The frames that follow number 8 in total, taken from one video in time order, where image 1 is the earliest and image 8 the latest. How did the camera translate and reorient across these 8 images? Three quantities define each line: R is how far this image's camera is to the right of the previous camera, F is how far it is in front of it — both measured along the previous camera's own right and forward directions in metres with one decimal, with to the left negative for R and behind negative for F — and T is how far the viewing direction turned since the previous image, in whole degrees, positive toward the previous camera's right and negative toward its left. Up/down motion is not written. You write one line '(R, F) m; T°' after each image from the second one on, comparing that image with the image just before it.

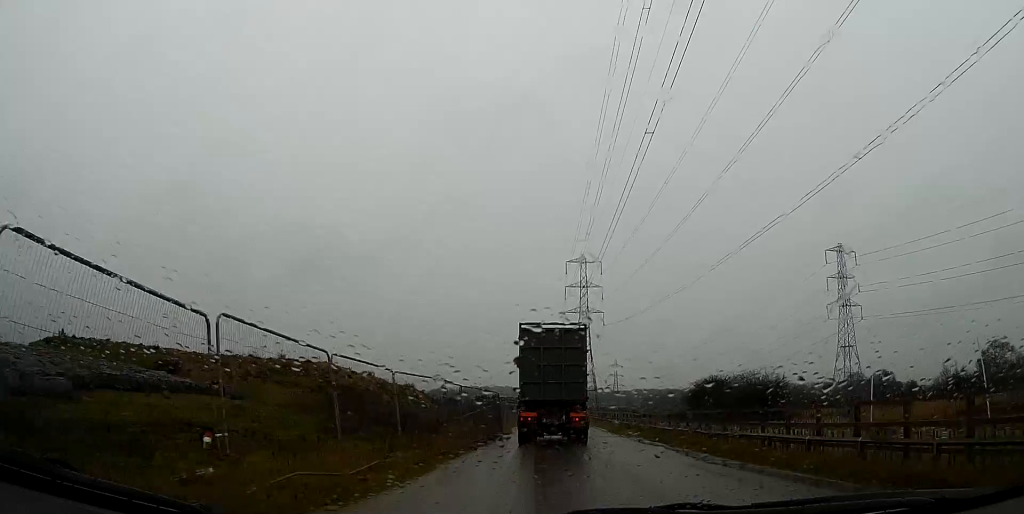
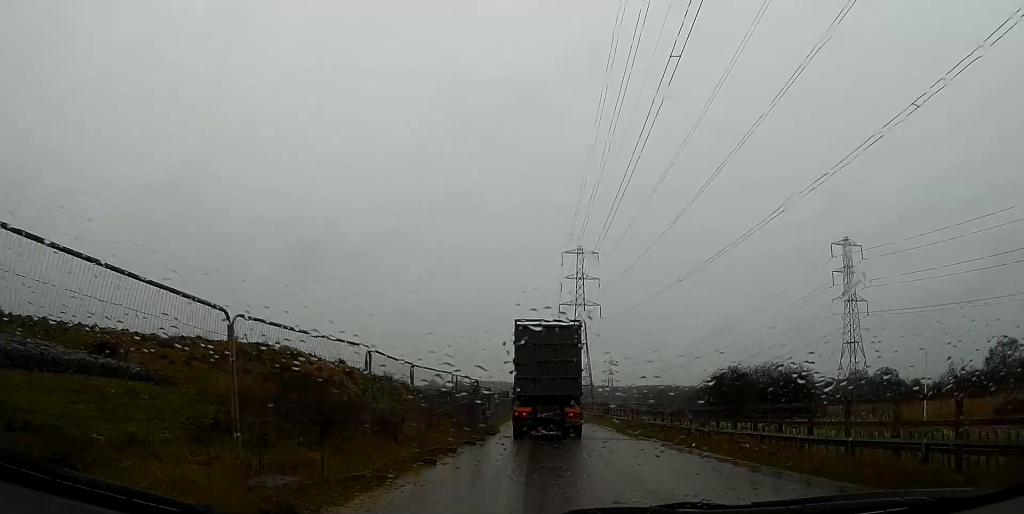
(-0.1, +7.1) m; -1°
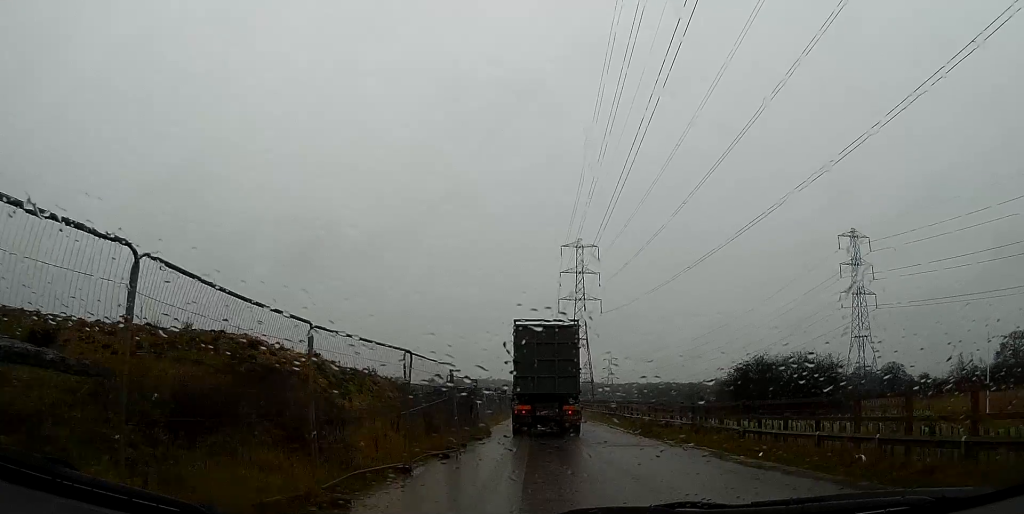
(0.0, +6.1) m; -1°
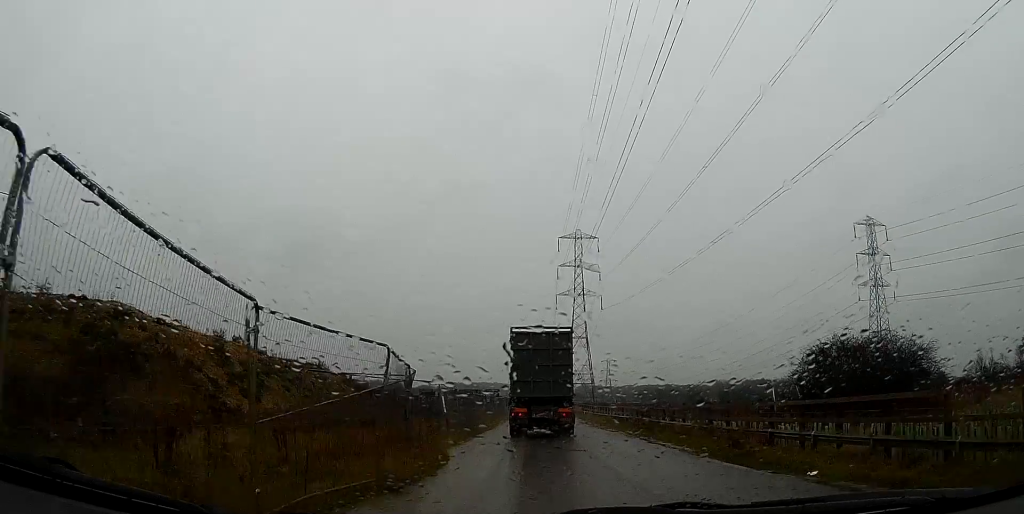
(-0.3, +13.2) m; -2°
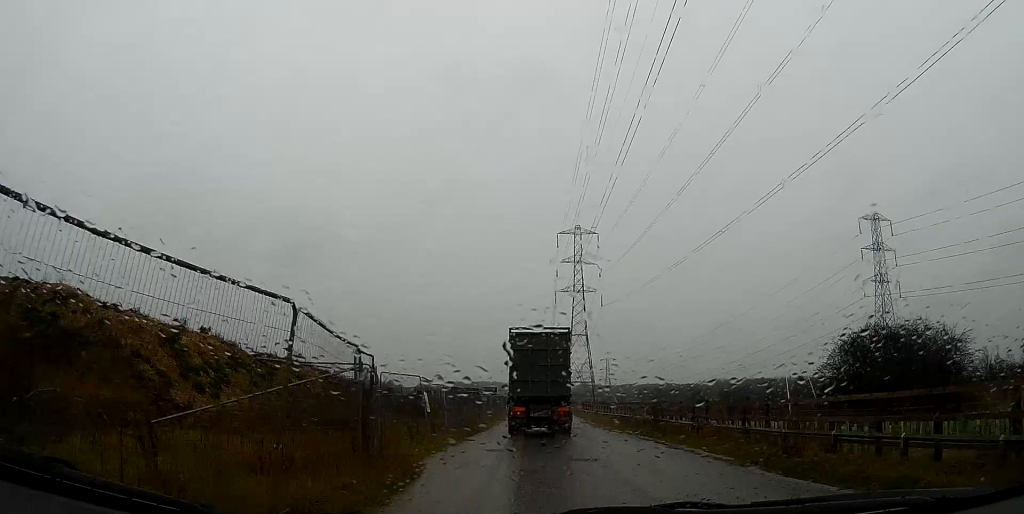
(0.0, +3.7) m; 0°
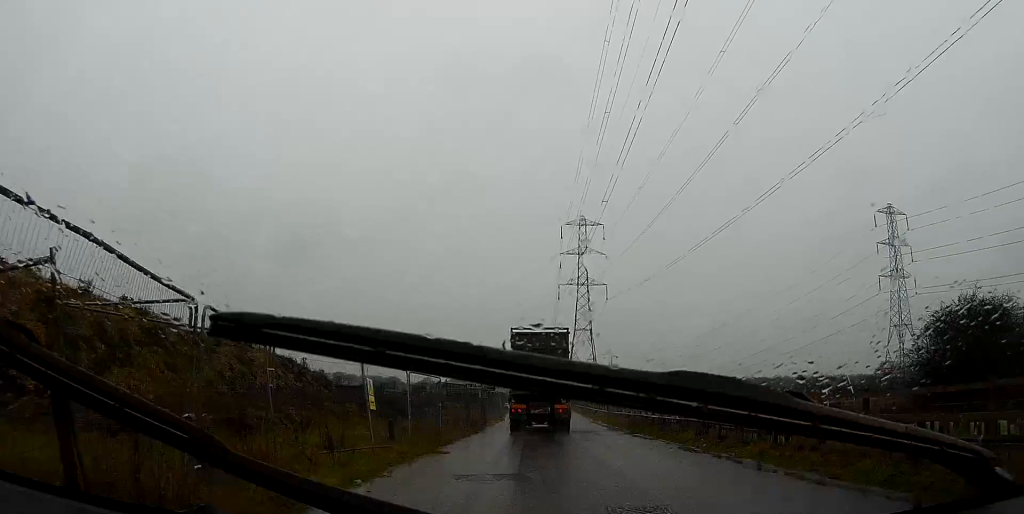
(+0.1, +7.3) m; +1°
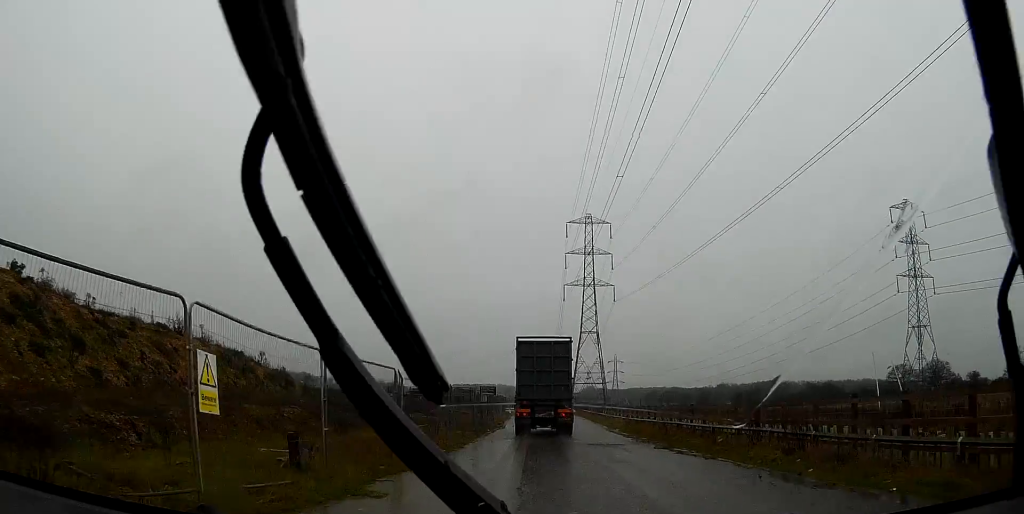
(0.0, +7.1) m; +1°
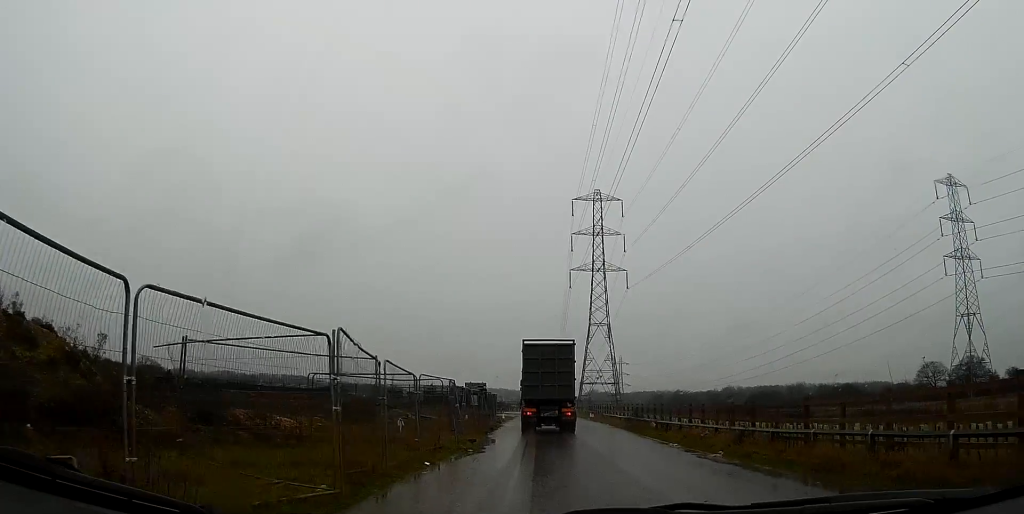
(+0.5, +18.8) m; +1°
